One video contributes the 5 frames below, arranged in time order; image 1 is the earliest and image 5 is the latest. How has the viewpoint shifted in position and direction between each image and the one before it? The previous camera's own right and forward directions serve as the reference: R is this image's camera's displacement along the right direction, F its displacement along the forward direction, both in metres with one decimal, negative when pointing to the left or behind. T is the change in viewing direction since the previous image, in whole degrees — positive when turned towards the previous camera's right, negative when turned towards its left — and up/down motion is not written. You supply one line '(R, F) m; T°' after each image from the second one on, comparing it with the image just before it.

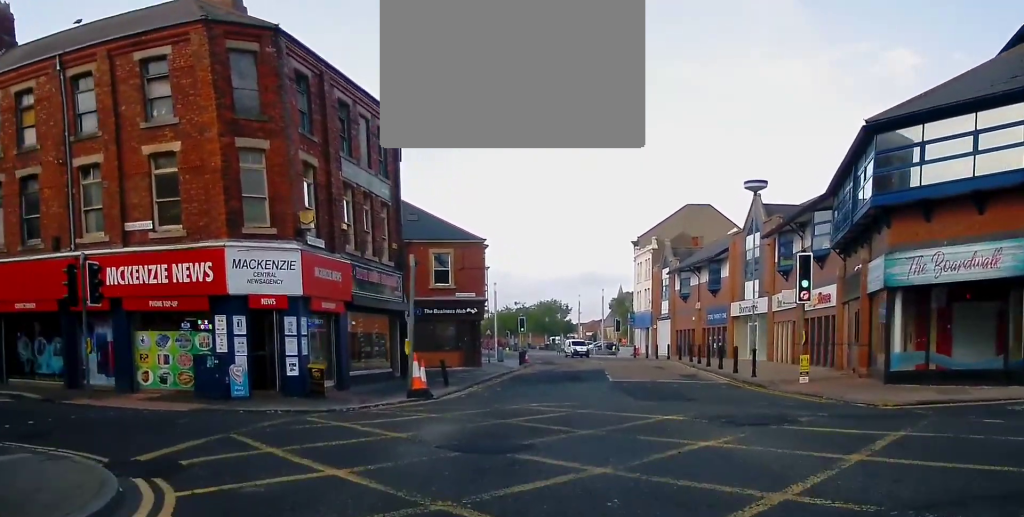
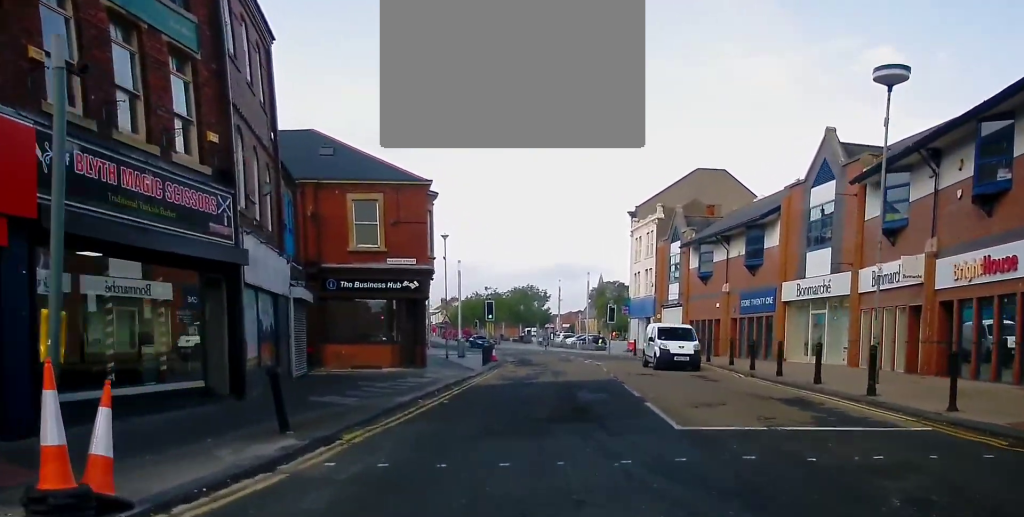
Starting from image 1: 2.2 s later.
(+0.1, +14.9) m; +1°
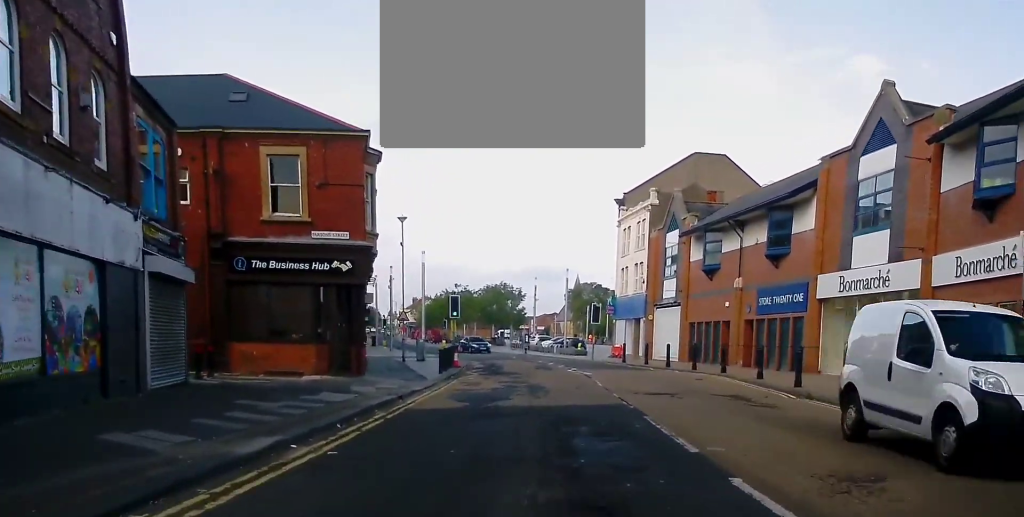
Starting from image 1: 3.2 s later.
(0.0, +7.7) m; 0°
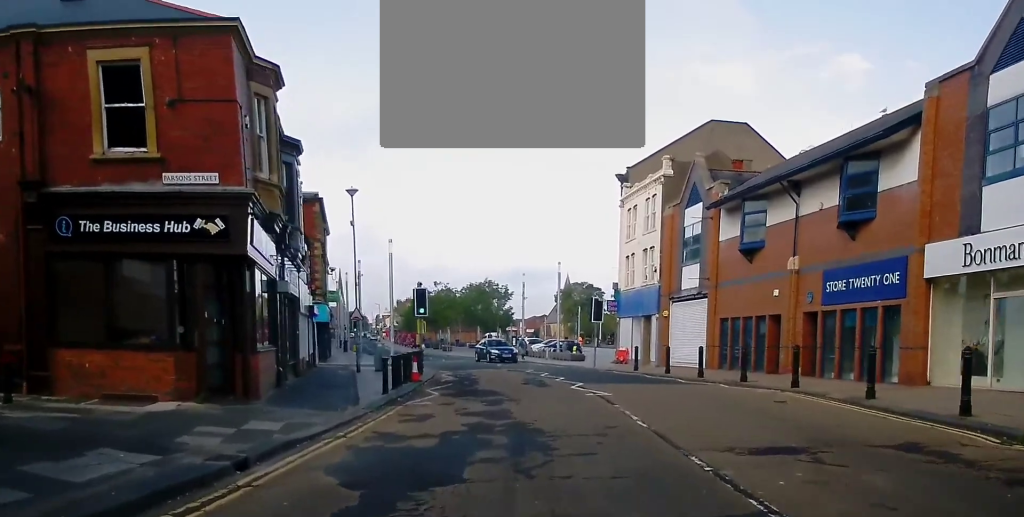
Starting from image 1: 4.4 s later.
(0.0, +9.3) m; 0°
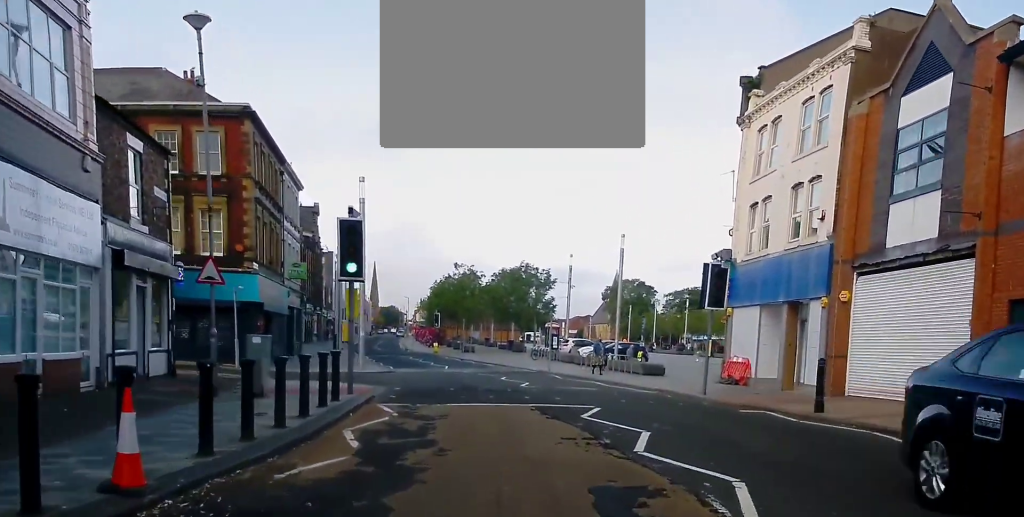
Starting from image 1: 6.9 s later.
(+1.1, +19.8) m; 0°
